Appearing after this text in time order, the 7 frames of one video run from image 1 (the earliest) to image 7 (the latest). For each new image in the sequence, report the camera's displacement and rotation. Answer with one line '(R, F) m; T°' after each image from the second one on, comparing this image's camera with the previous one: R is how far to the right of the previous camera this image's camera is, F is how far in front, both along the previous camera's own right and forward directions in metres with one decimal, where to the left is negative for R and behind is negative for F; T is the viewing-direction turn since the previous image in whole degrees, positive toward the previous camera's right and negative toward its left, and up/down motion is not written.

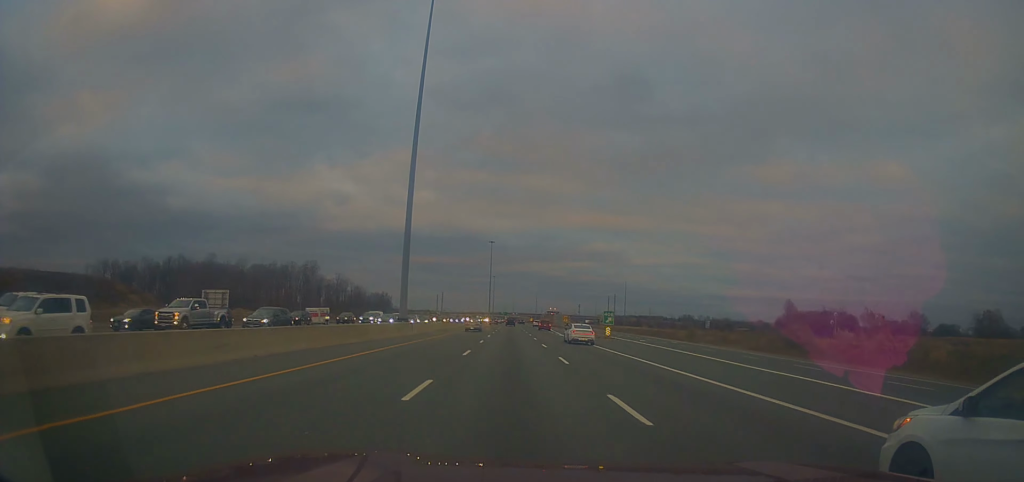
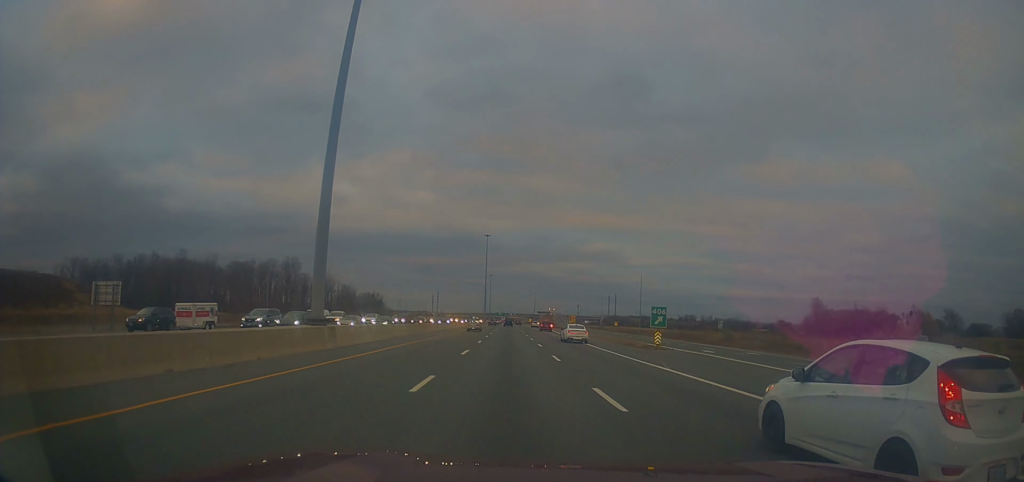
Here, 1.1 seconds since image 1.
(+0.2, +22.9) m; 0°
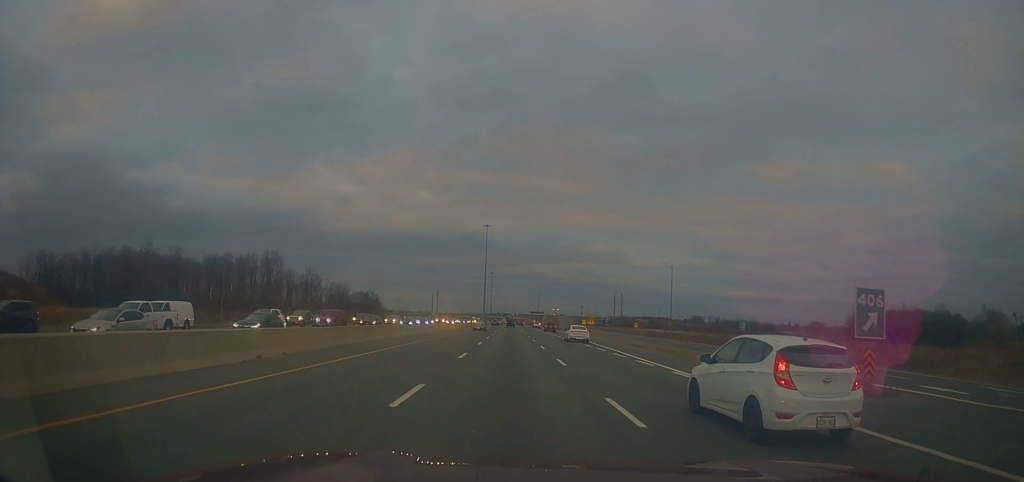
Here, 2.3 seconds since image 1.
(-0.4, +25.8) m; +1°
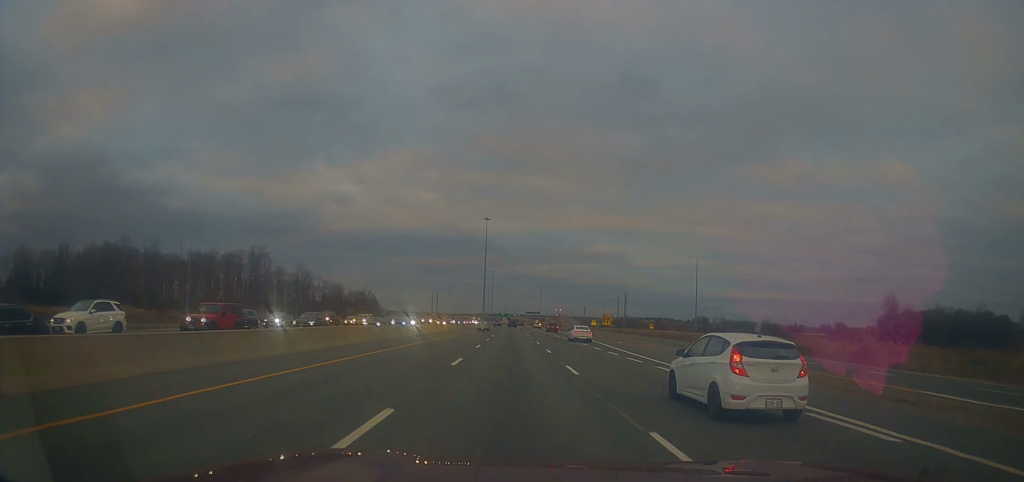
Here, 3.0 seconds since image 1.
(+0.5, +15.2) m; -1°
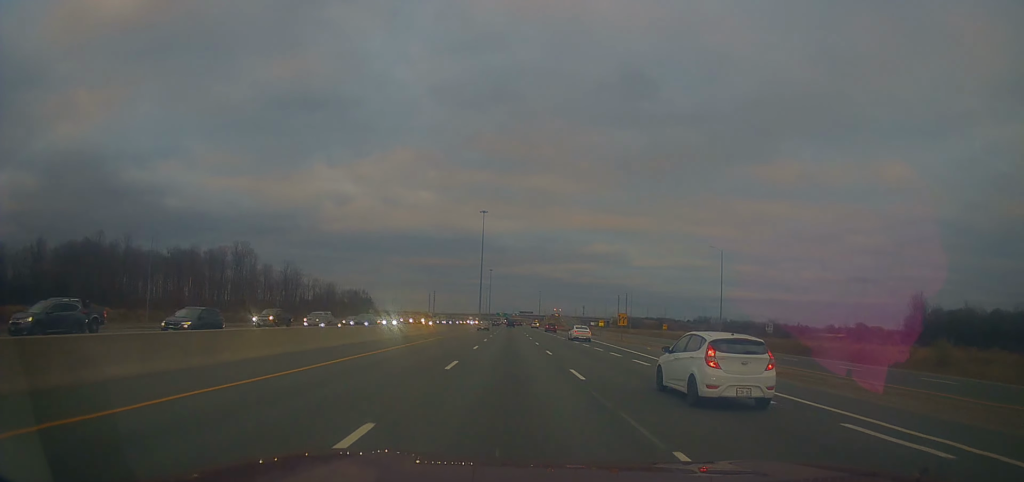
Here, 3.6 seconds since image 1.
(+0.3, +13.2) m; -1°
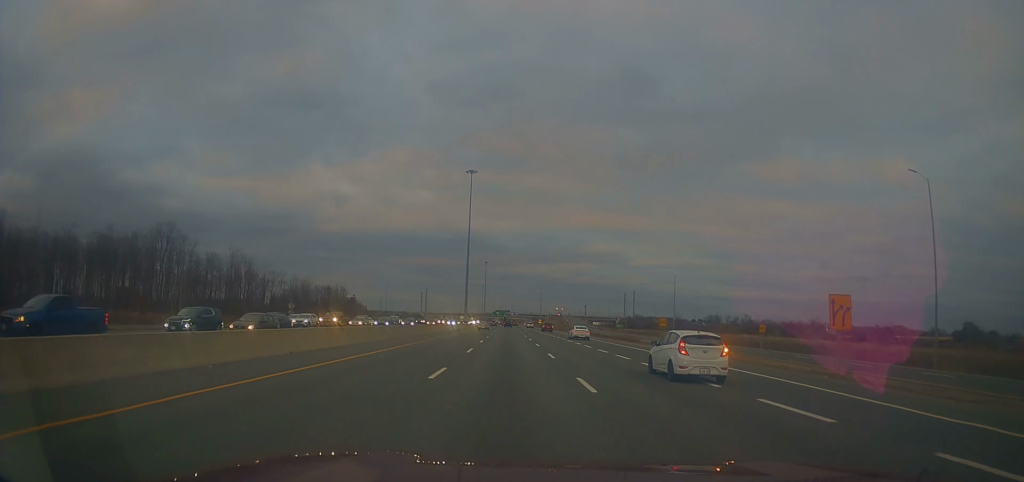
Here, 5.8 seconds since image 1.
(0.0, +50.4) m; +2°
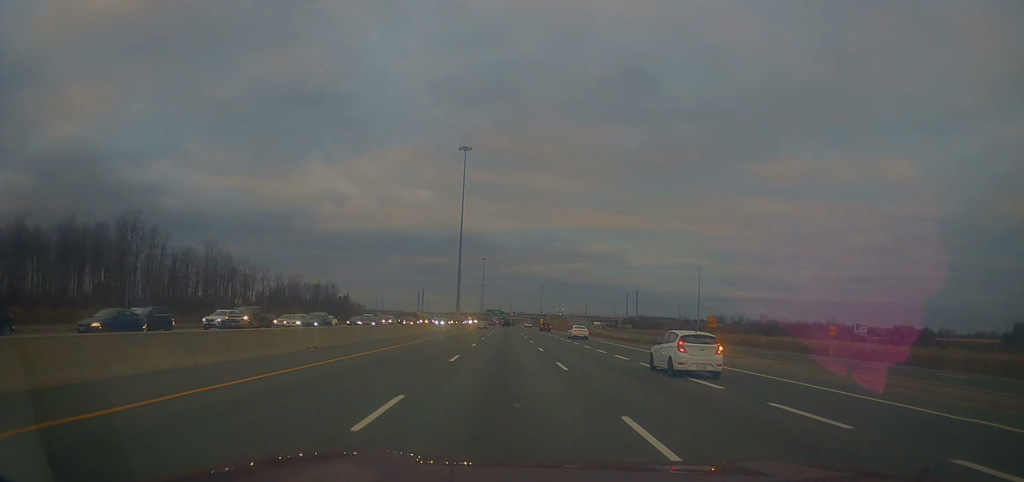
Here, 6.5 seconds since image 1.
(+0.1, +18.2) m; -1°
